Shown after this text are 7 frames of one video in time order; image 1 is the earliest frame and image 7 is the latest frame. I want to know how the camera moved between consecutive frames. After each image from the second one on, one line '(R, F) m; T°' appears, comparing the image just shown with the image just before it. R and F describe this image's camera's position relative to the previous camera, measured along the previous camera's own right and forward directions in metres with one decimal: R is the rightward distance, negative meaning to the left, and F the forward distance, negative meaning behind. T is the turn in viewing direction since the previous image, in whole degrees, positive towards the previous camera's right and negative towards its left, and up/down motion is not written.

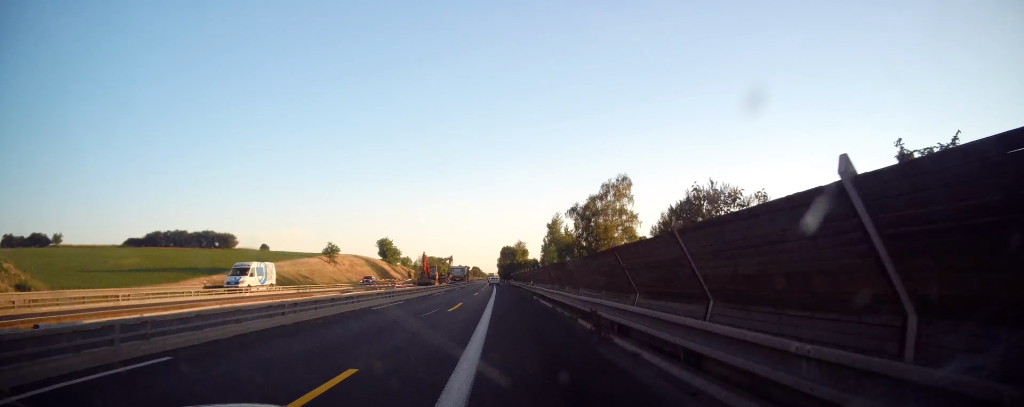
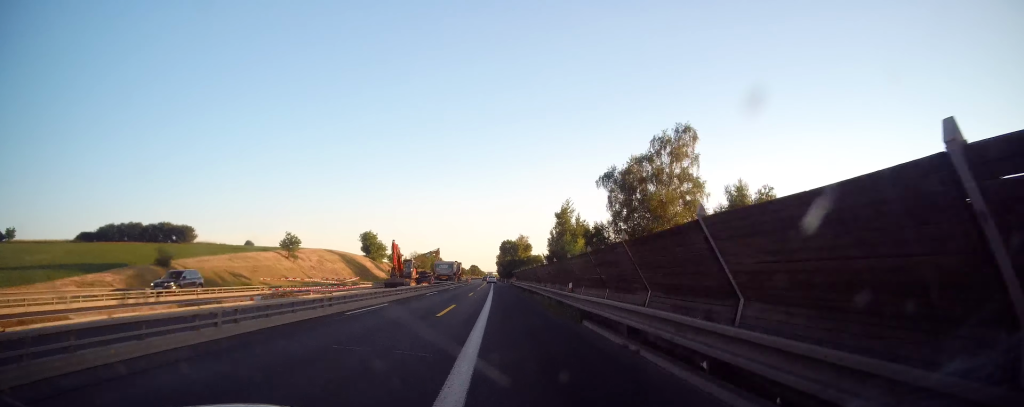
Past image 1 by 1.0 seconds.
(+0.2, +20.9) m; 0°
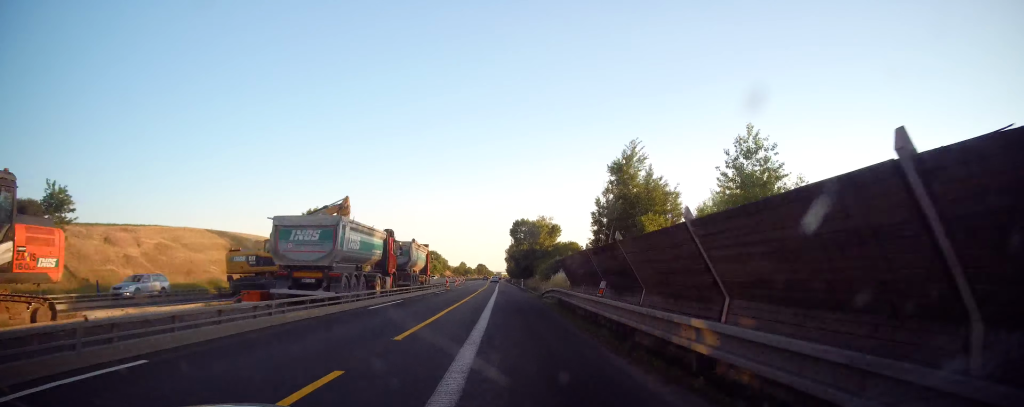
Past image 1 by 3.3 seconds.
(-0.9, +51.5) m; -2°
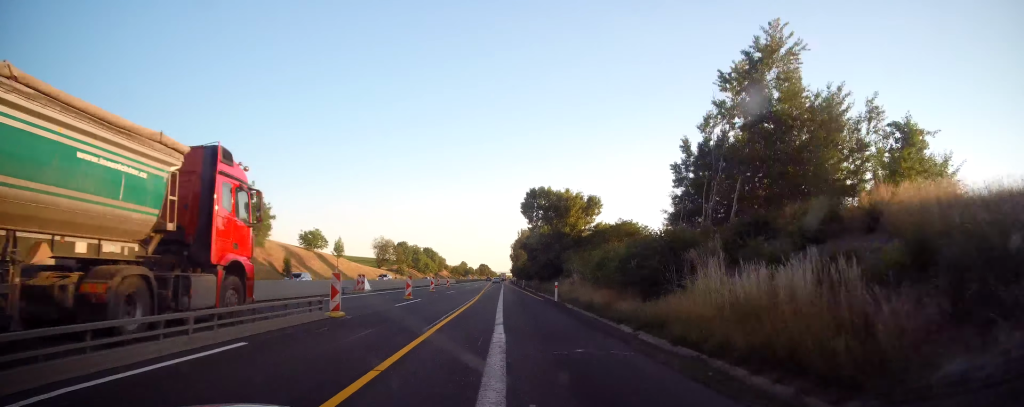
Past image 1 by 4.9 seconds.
(-0.2, +33.9) m; 0°
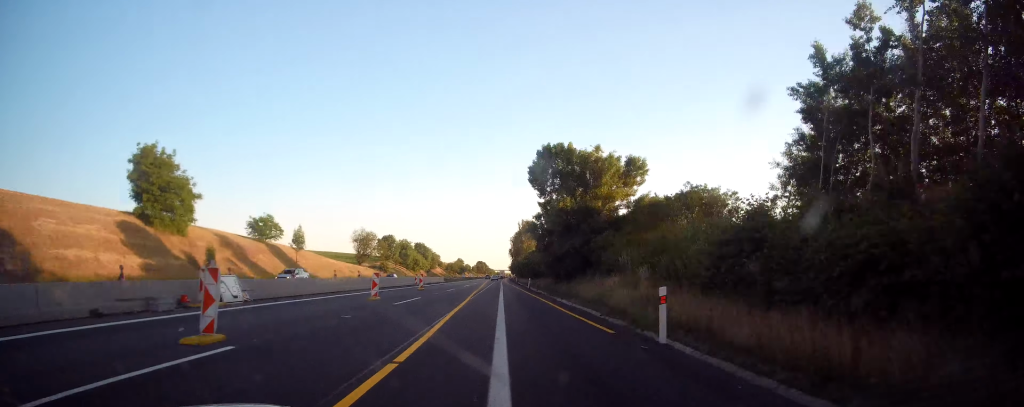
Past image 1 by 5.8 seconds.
(0.0, +18.7) m; 0°
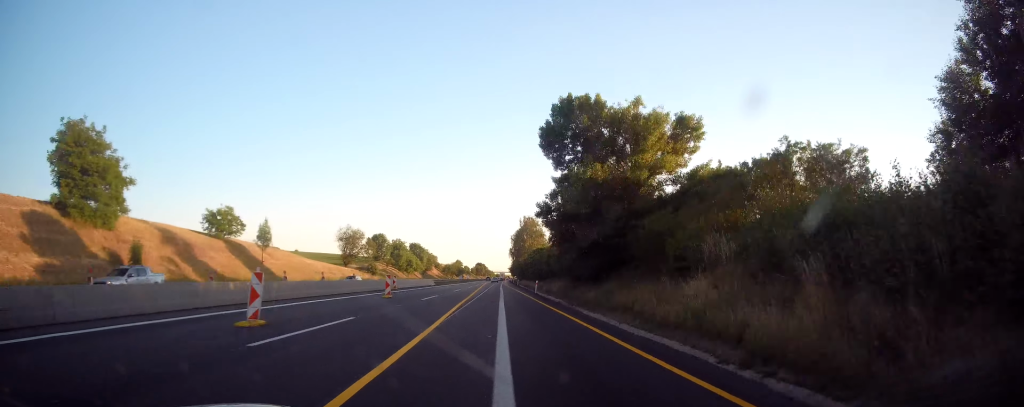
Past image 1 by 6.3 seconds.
(0.0, +11.6) m; 0°
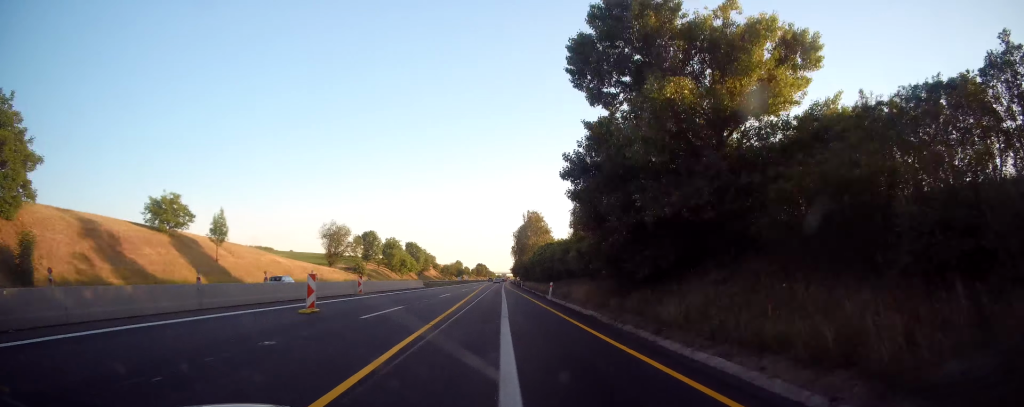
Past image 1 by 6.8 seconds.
(0.0, +11.7) m; 0°
